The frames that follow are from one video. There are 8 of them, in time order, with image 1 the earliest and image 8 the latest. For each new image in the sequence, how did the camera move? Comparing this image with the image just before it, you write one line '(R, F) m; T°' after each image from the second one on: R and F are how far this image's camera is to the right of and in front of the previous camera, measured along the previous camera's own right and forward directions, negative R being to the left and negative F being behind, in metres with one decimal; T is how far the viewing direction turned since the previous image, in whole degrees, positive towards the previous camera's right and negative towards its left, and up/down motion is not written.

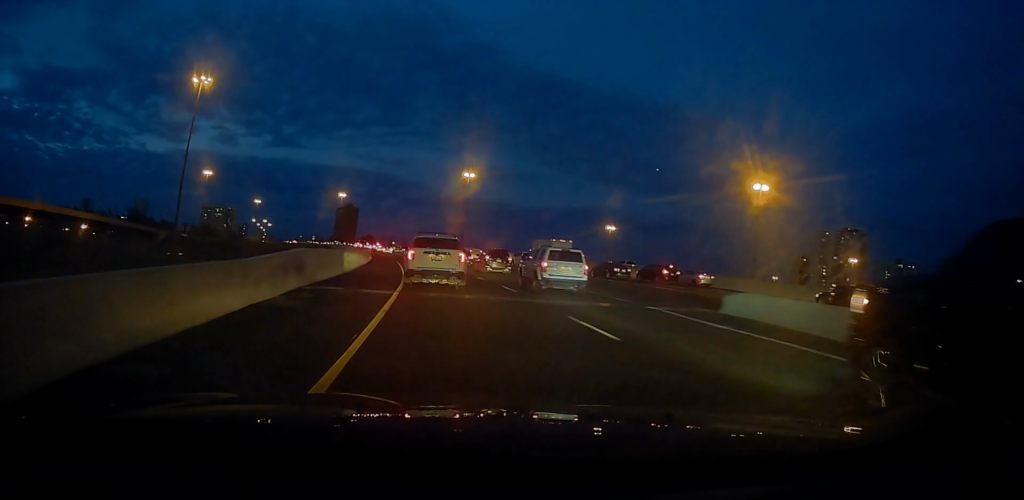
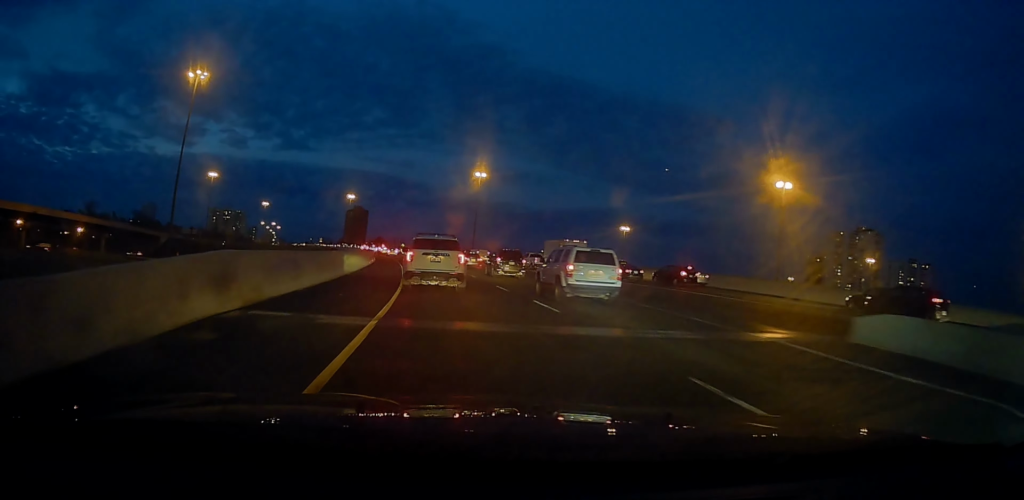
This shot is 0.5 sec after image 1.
(0.0, +6.3) m; -1°
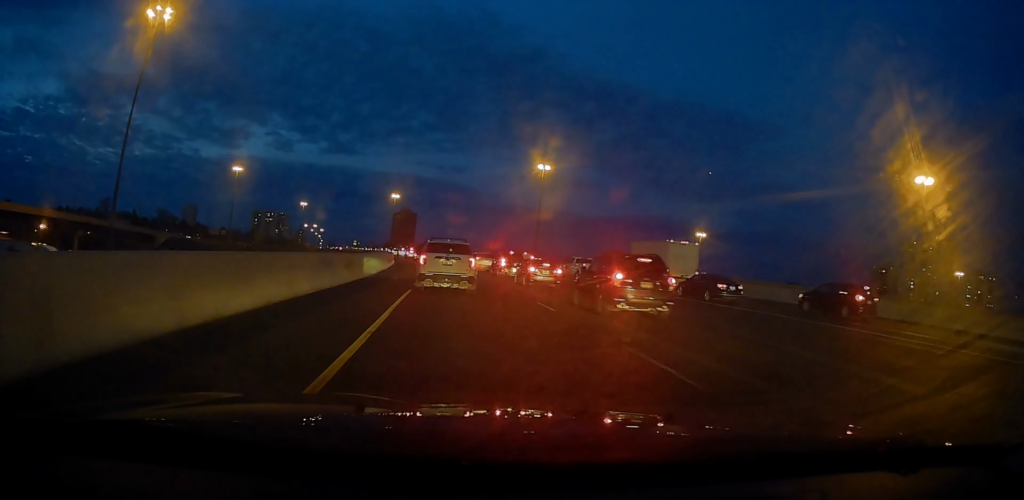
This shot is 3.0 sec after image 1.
(-1.5, +33.8) m; -6°
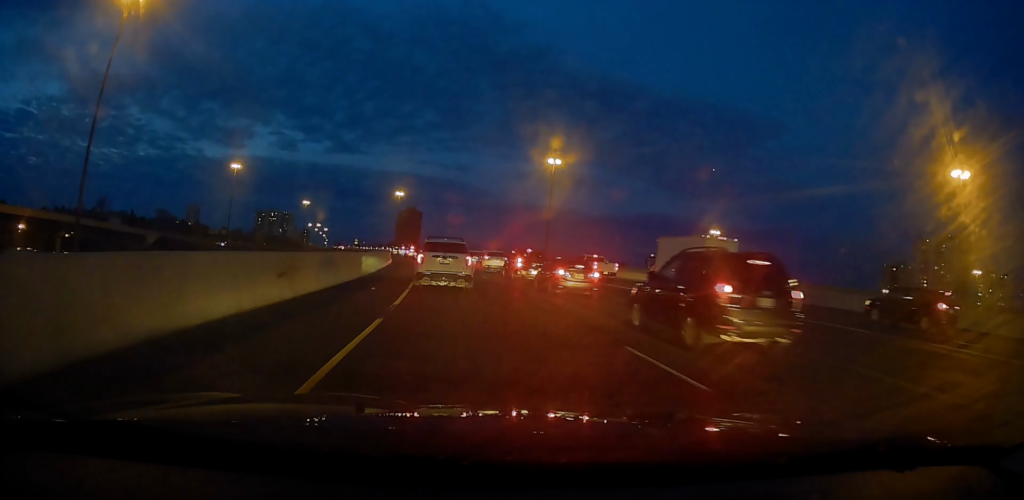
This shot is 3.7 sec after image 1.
(-0.2, +8.8) m; -1°
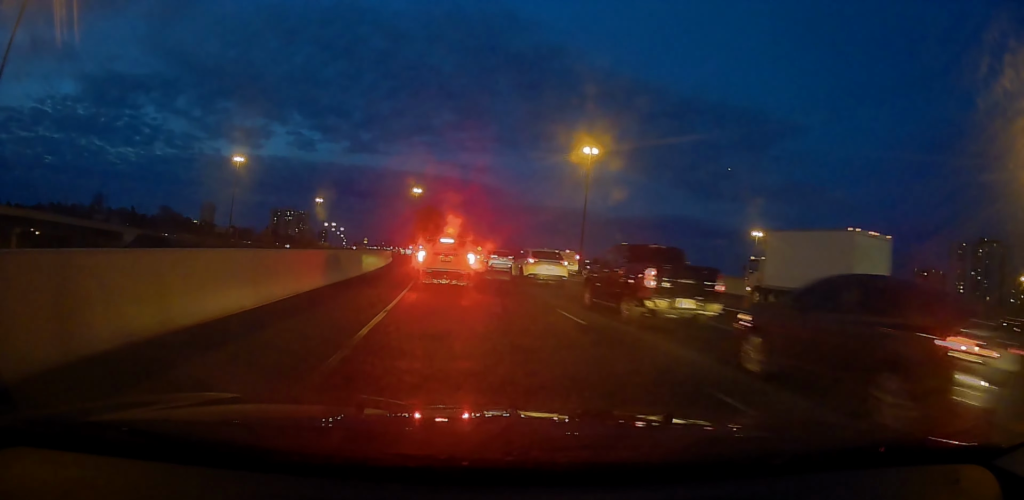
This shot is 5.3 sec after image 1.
(+0.1, +20.9) m; -2°
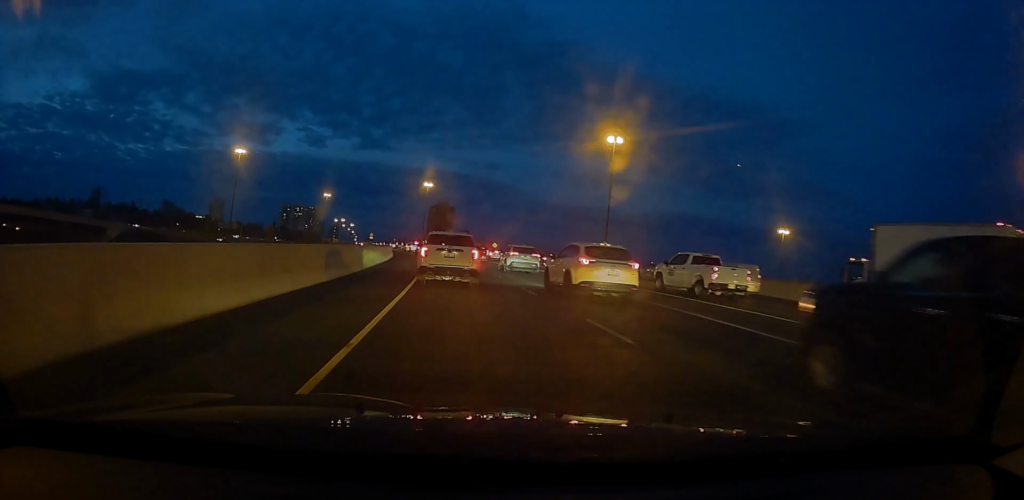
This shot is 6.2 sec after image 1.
(-0.7, +12.1) m; -2°
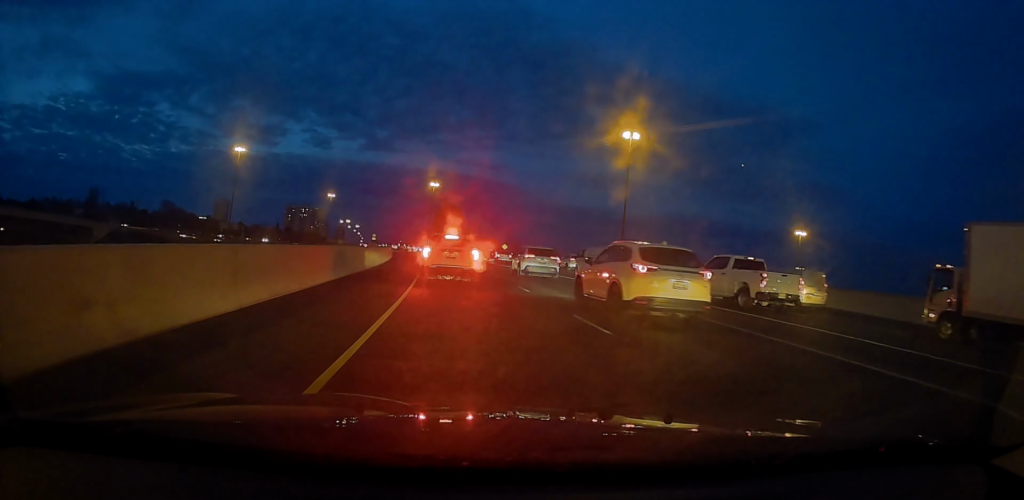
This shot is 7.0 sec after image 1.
(+0.1, +8.2) m; +2°
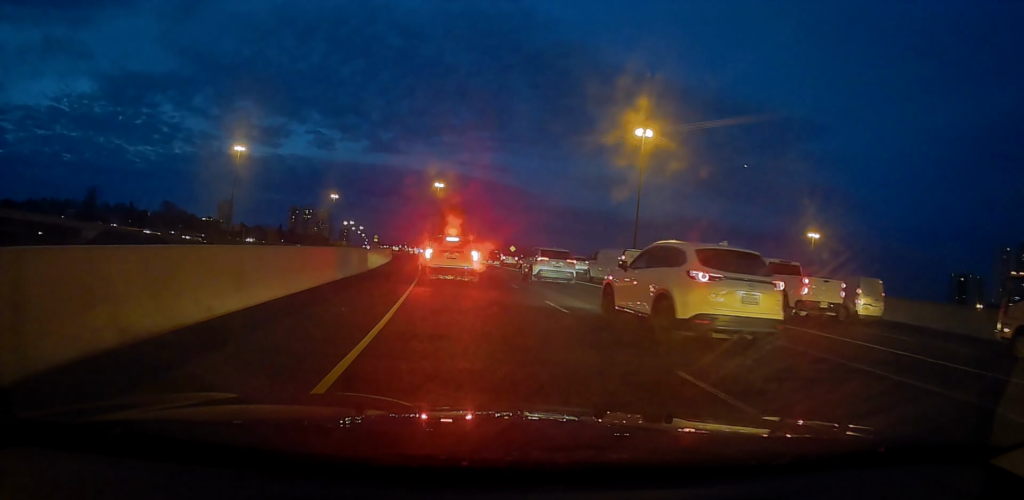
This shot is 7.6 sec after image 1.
(+0.1, +6.1) m; +1°
